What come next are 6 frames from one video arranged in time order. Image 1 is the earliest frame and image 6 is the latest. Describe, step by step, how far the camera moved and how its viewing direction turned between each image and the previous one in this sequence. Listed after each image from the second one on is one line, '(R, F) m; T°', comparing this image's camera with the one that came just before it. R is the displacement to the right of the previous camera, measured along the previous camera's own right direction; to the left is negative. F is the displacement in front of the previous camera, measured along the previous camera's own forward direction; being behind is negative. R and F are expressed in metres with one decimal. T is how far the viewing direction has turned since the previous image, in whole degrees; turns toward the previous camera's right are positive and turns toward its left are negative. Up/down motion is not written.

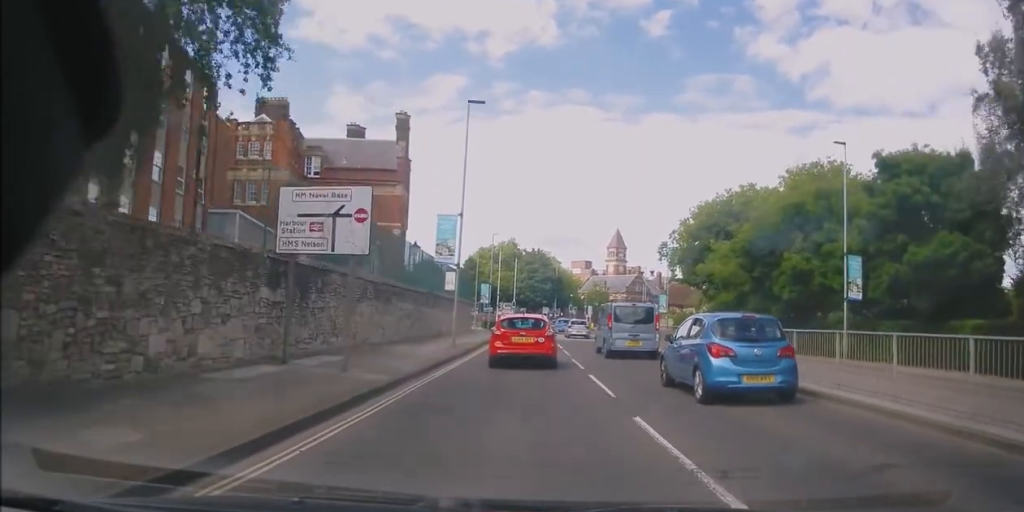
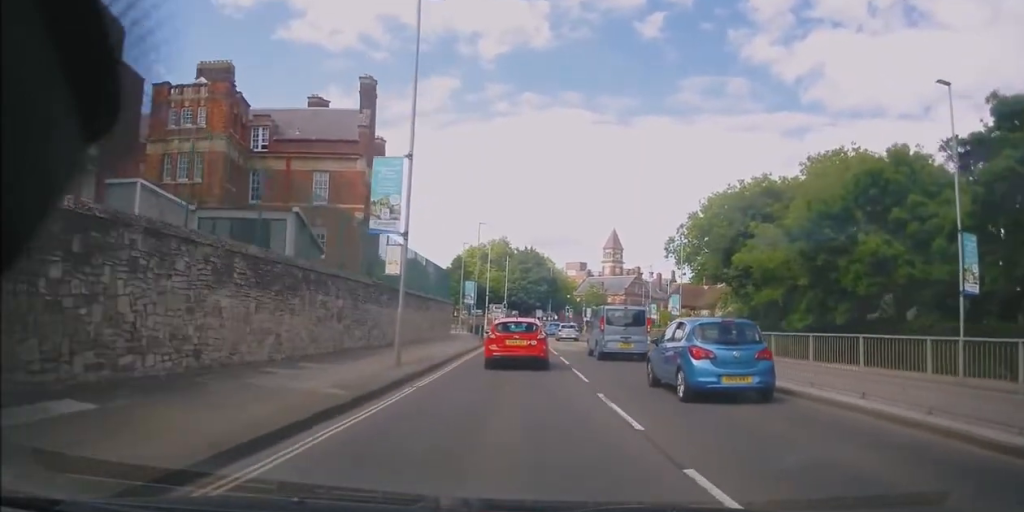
(-0.3, +9.2) m; +1°
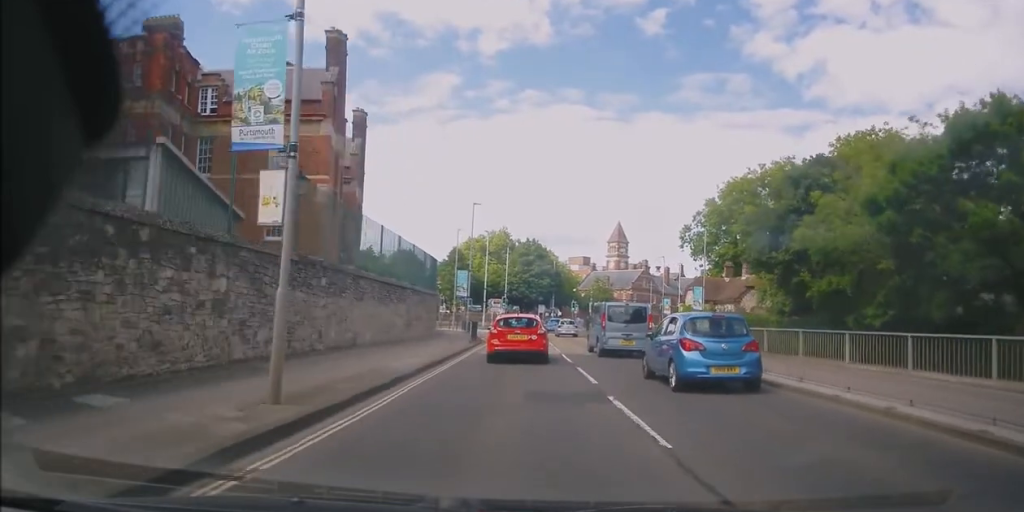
(+0.3, +7.6) m; +2°
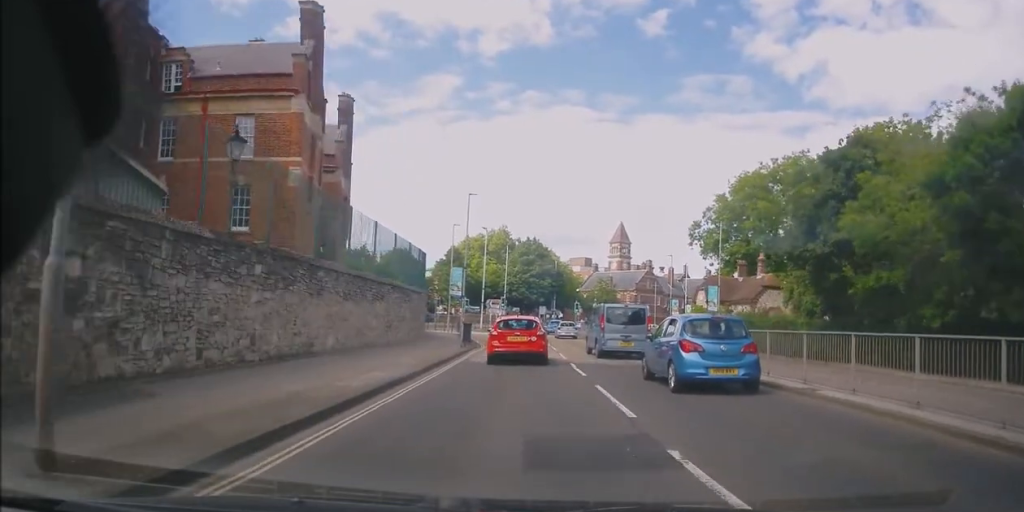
(0.0, +4.3) m; 0°
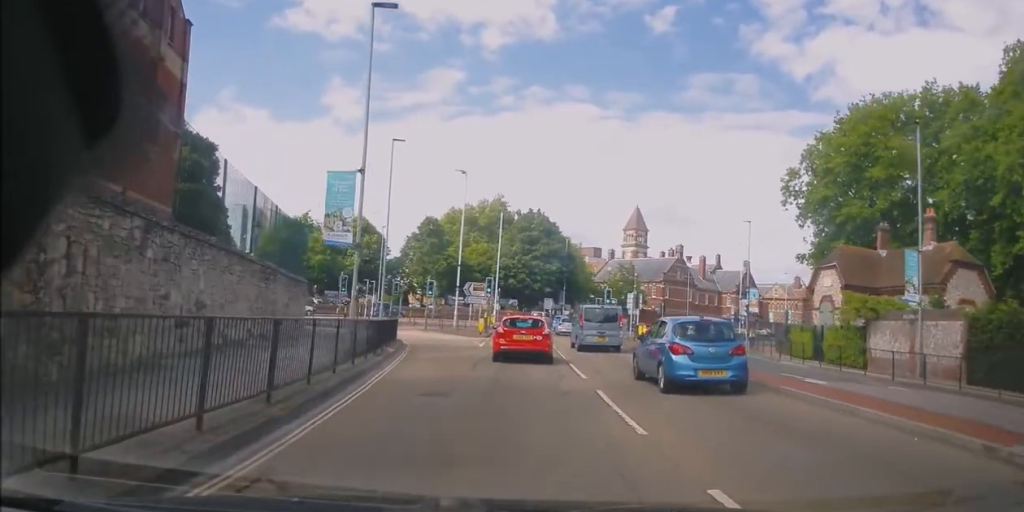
(-0.2, +27.1) m; 0°
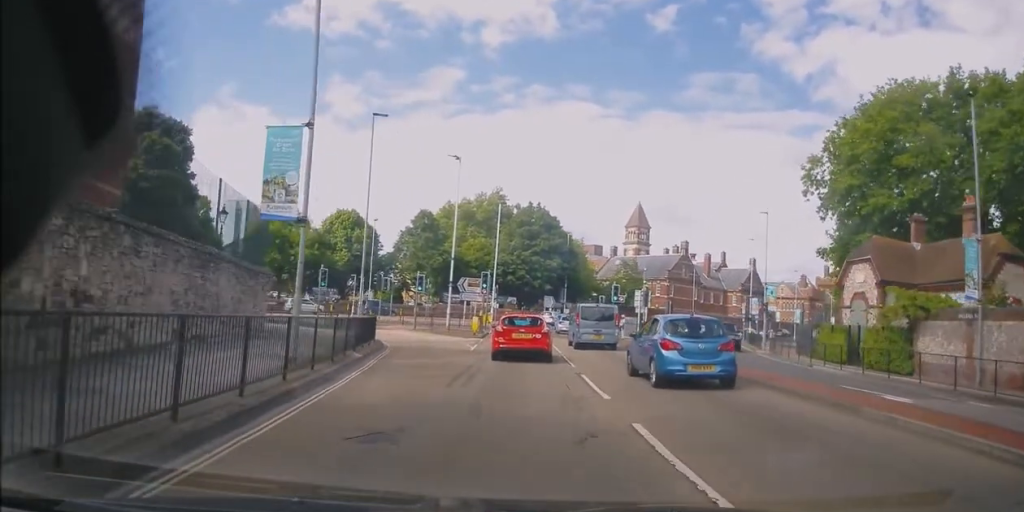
(0.0, +3.9) m; 0°
